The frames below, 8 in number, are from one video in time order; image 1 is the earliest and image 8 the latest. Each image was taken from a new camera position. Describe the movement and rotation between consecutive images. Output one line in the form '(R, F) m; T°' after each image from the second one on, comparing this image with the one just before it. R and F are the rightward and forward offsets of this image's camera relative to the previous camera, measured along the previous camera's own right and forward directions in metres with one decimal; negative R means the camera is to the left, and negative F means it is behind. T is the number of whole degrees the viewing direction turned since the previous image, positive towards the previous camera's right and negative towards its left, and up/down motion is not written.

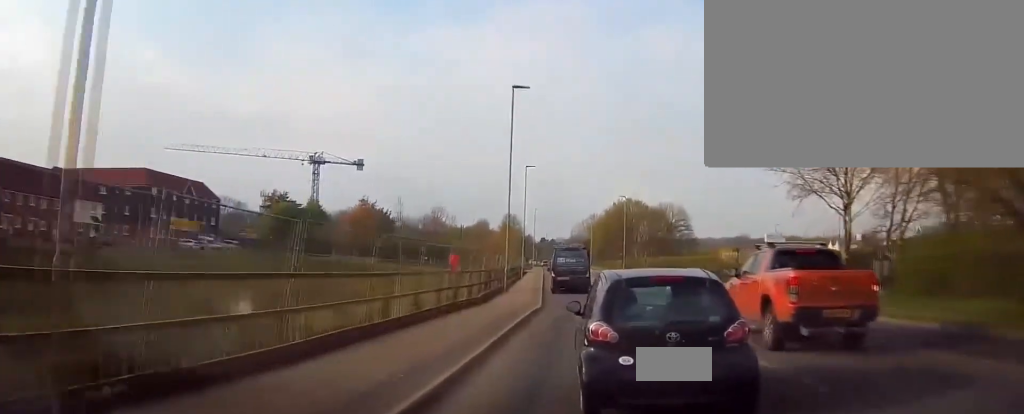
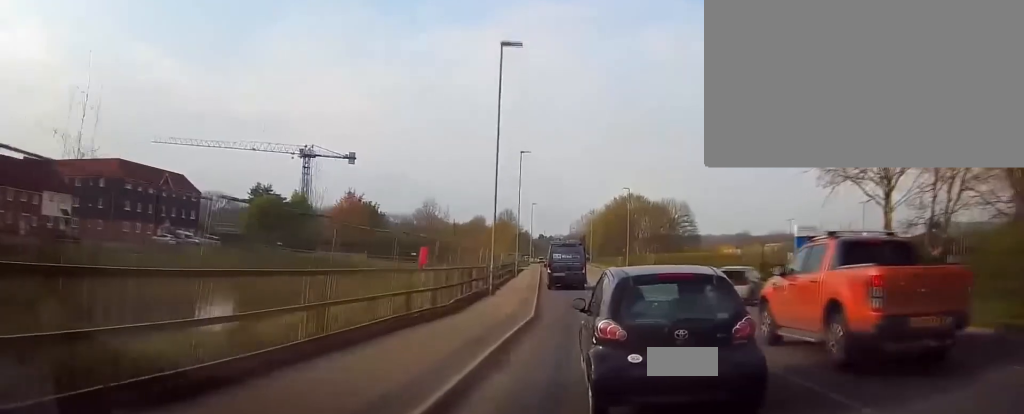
(0.0, +6.4) m; +1°
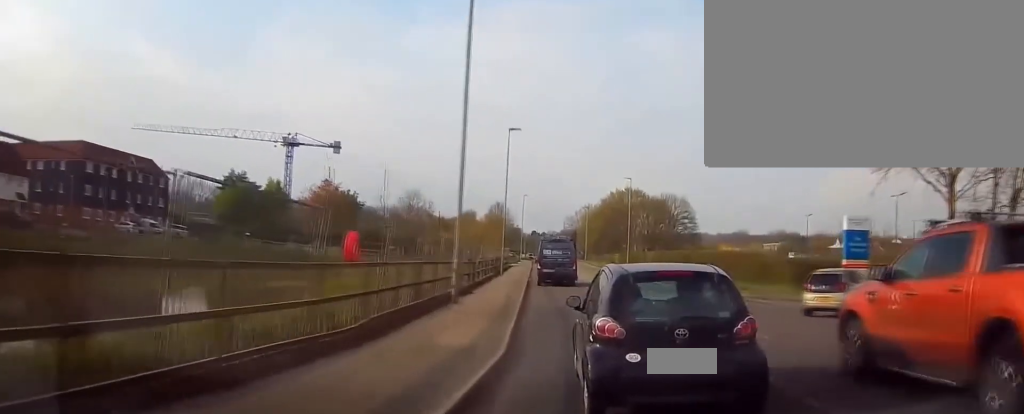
(0.0, +7.7) m; +1°
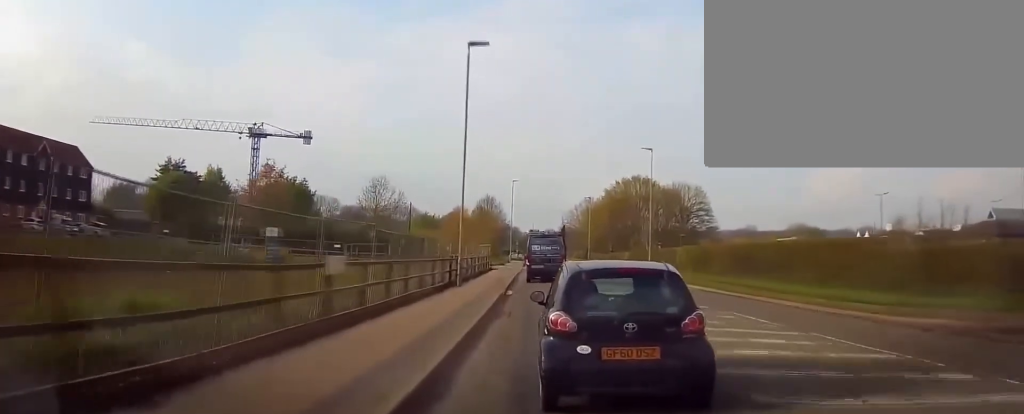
(+0.1, +18.3) m; 0°
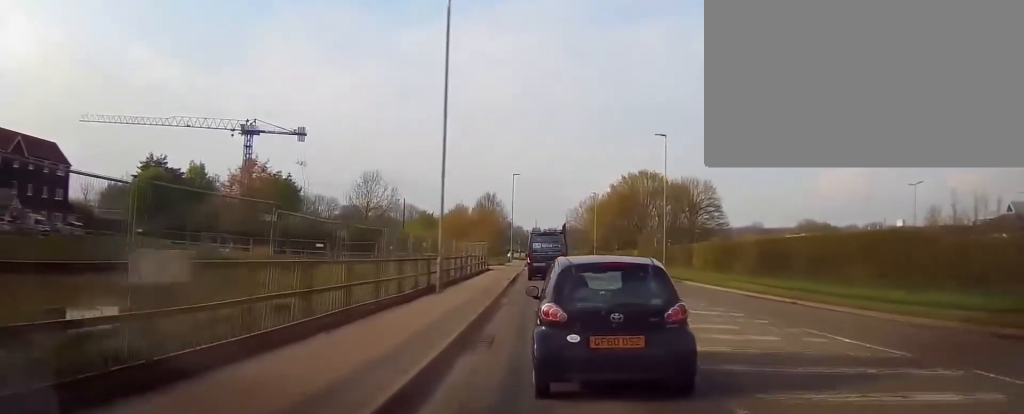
(-0.1, +5.5) m; 0°
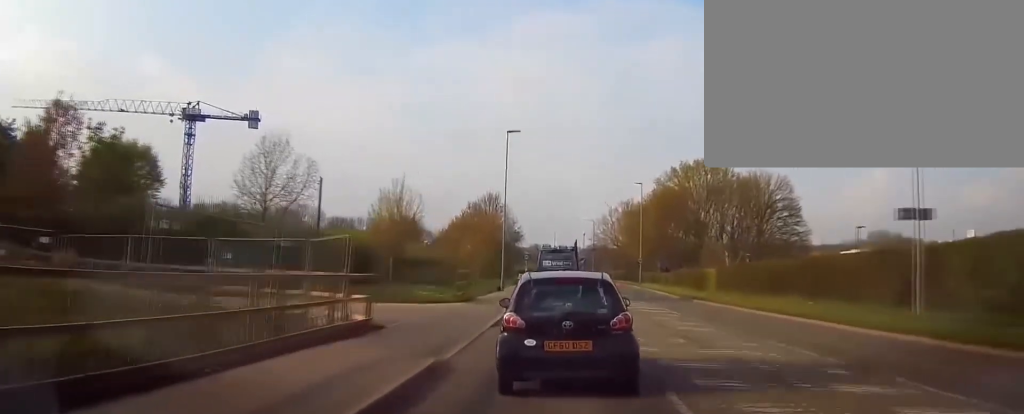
(-0.7, +36.0) m; -2°
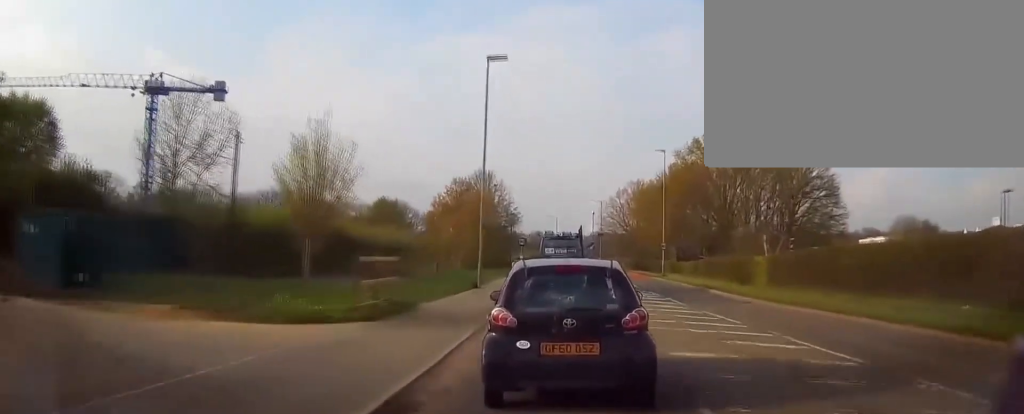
(0.0, +12.4) m; 0°
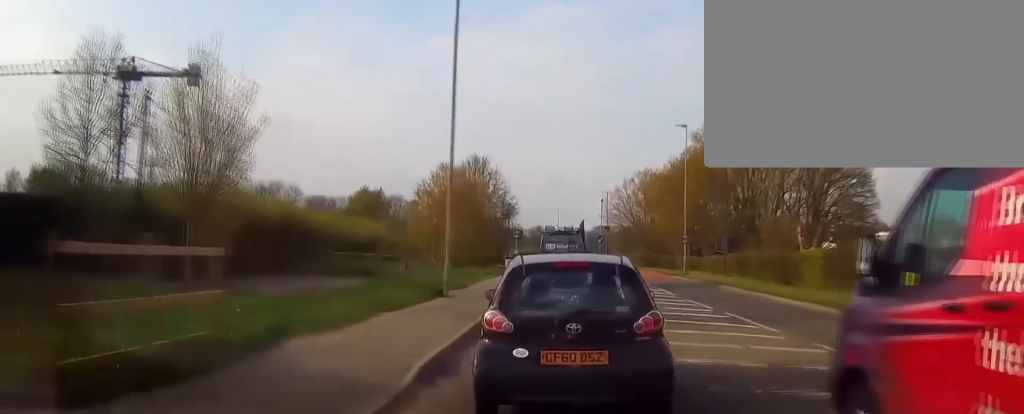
(-0.2, +8.2) m; -1°
